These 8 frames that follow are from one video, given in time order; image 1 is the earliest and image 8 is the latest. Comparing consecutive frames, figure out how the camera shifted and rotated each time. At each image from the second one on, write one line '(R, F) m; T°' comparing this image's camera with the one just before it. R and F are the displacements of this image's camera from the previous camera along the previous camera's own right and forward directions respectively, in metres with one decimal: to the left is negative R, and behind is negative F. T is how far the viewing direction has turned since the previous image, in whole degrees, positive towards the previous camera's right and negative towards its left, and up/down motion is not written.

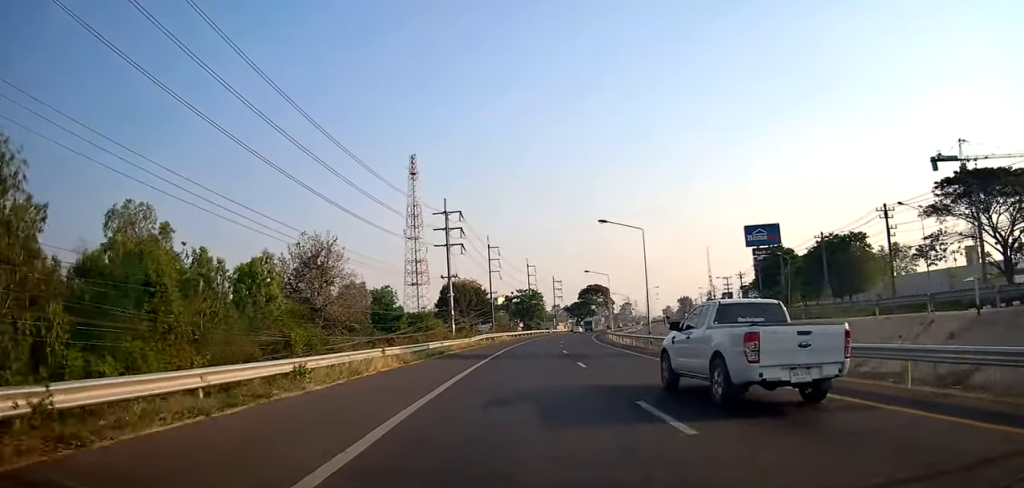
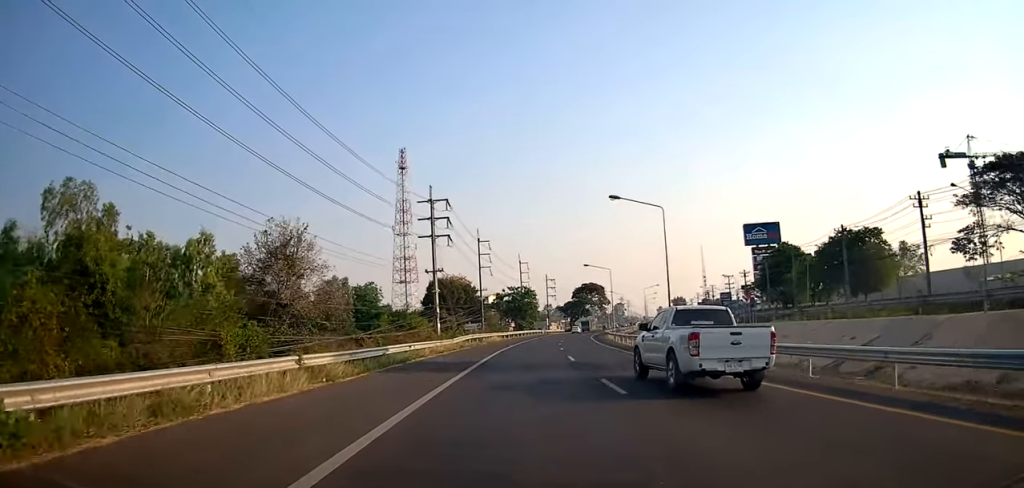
(+0.2, +7.6) m; +1°
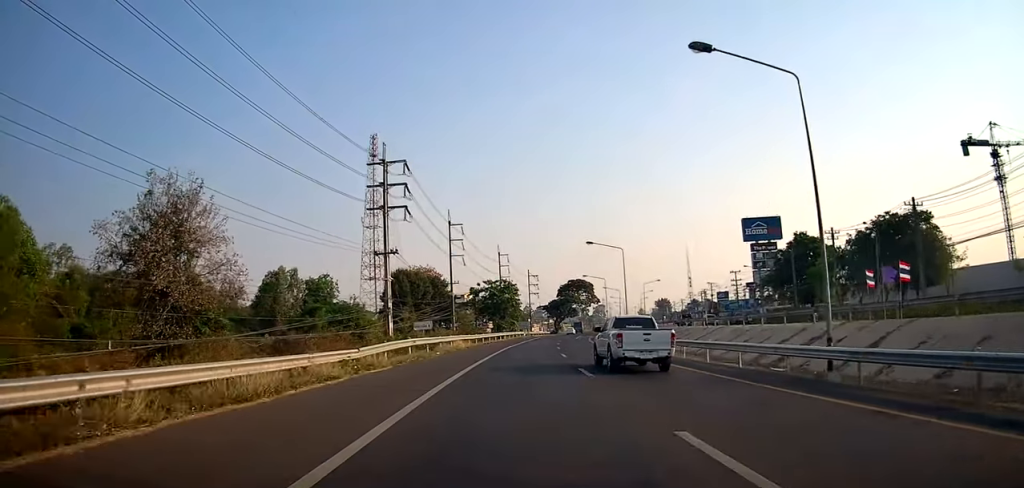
(+0.1, +19.0) m; +3°
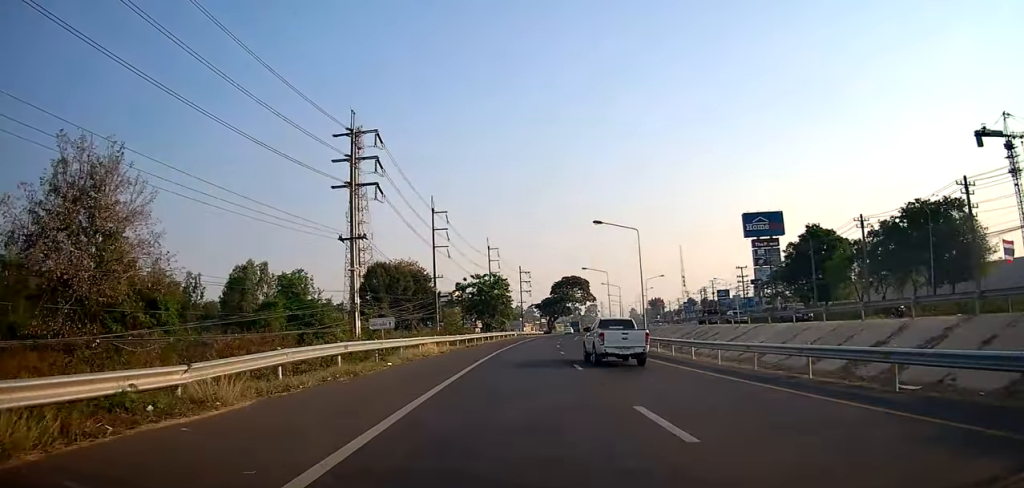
(+0.2, +9.6) m; +1°
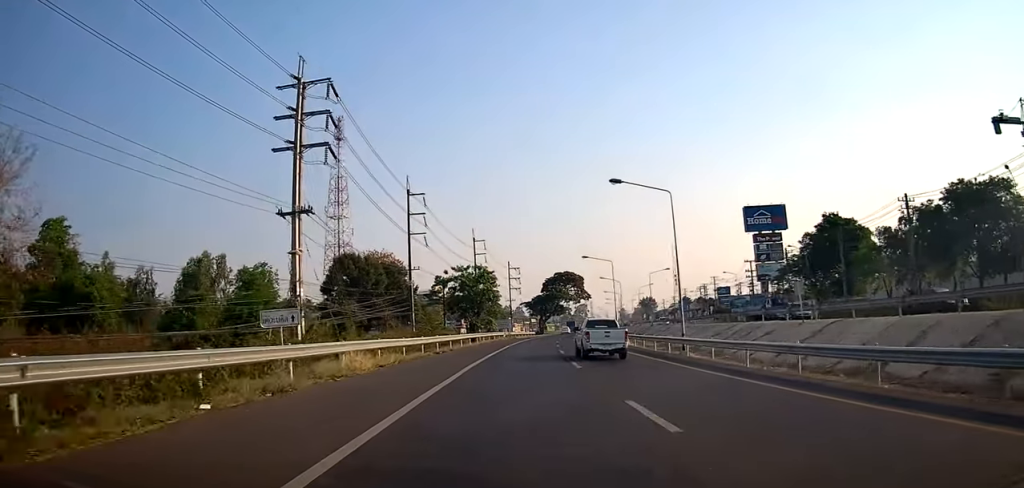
(+0.4, +11.5) m; +2°
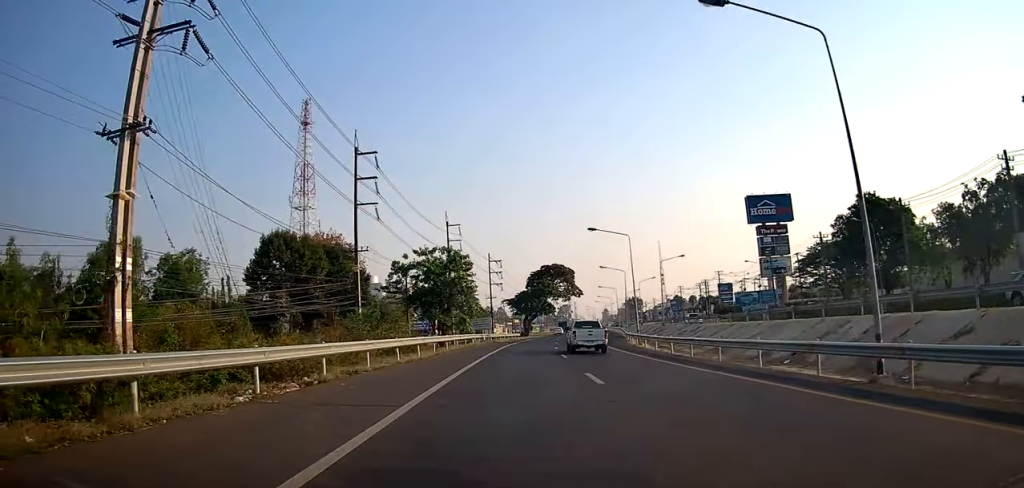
(+0.1, +17.6) m; 0°
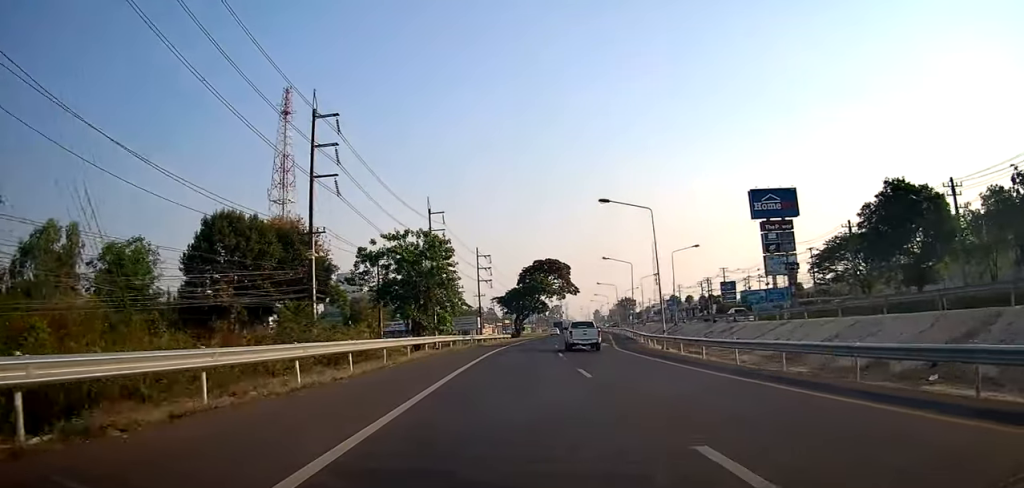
(0.0, +10.2) m; 0°
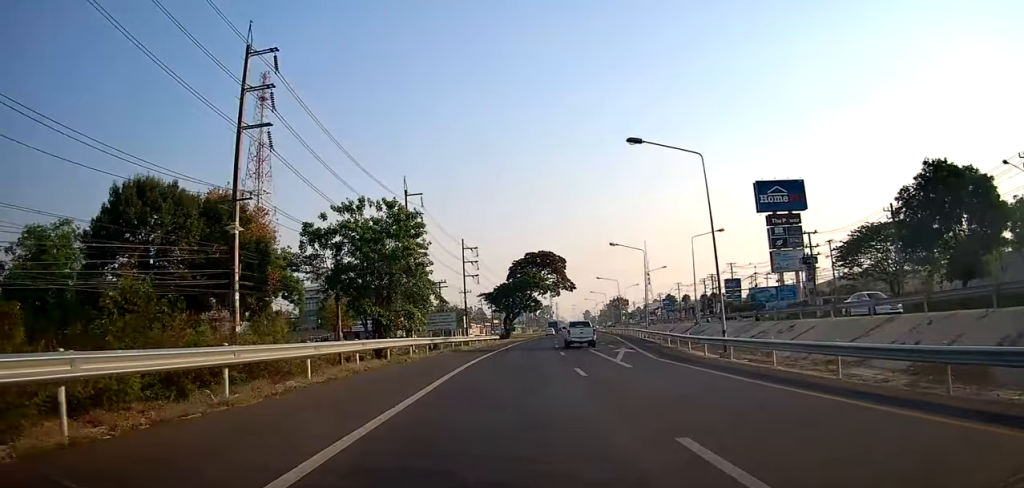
(0.0, +11.4) m; 0°
